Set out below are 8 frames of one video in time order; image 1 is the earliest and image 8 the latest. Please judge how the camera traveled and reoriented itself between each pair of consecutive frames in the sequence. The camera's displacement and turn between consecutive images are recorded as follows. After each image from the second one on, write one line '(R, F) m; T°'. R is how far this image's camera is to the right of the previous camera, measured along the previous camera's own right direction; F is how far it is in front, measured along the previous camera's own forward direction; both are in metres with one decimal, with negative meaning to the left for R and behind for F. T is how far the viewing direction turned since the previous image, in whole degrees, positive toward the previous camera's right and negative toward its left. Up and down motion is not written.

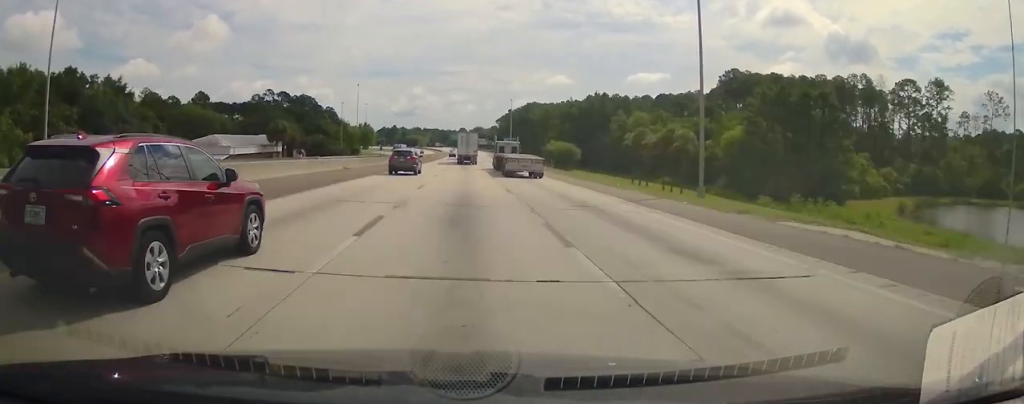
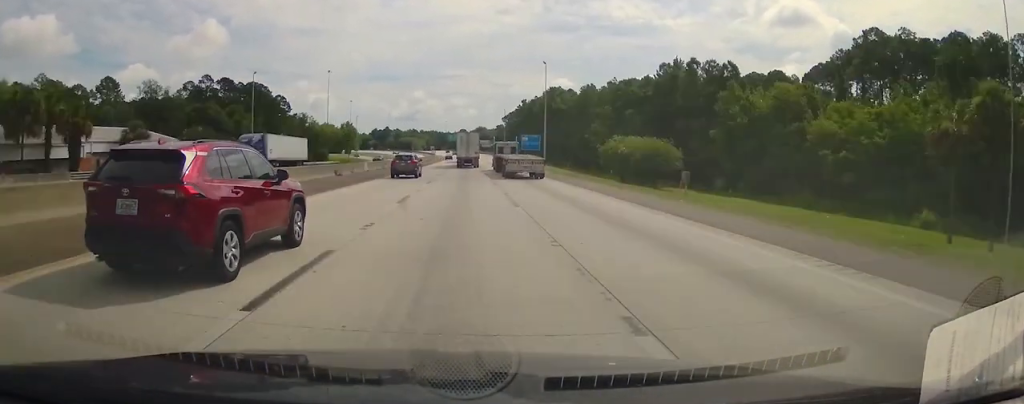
(+0.1, +65.6) m; -1°
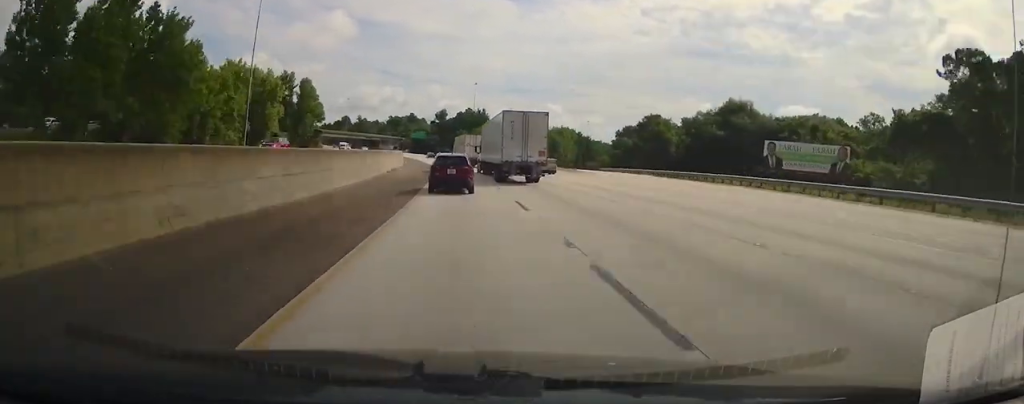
(-36.1, +305.2) m; -18°
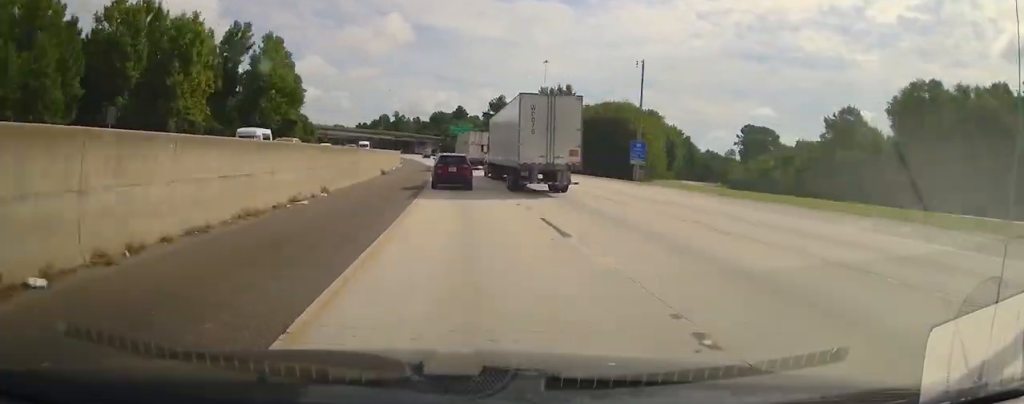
(-3.6, +78.9) m; -6°
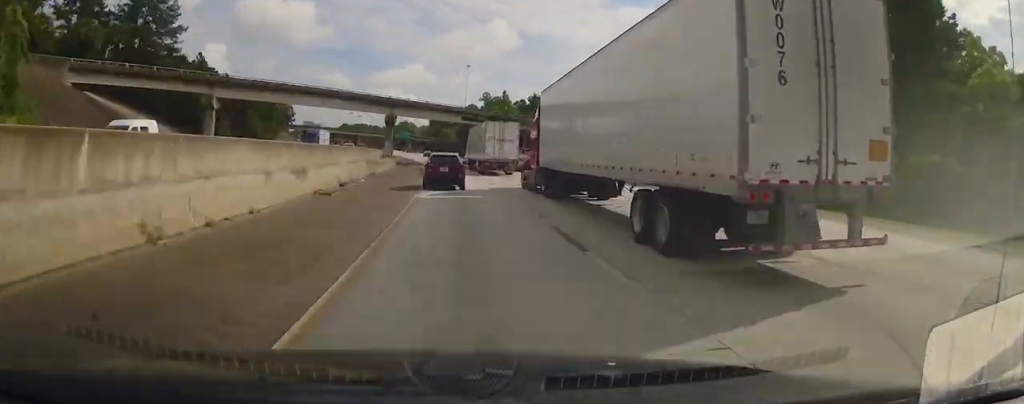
(-12.0, +135.5) m; -11°
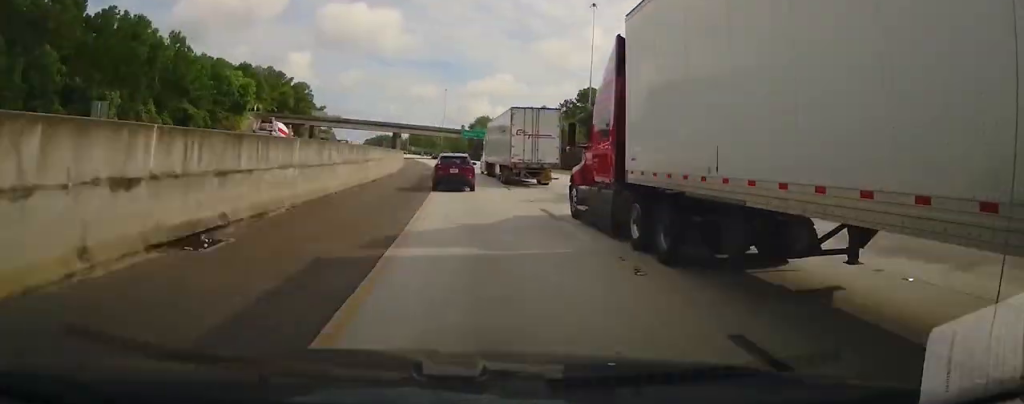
(-9.7, +104.9) m; -8°
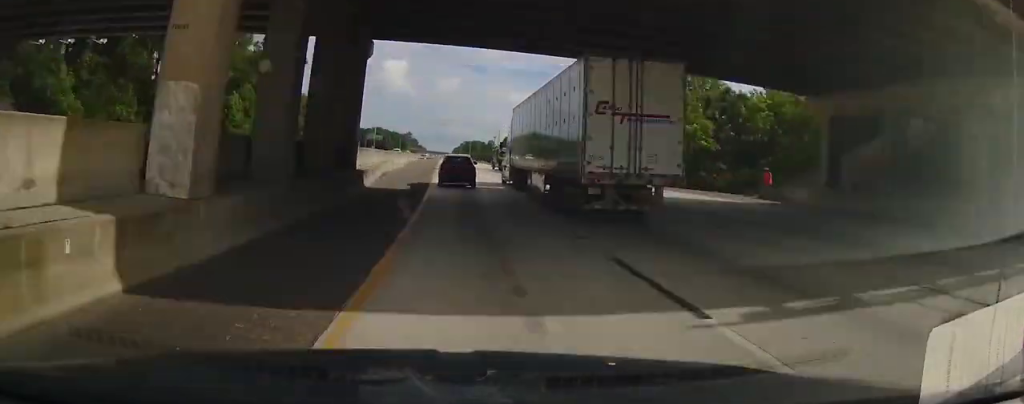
(-10.5, +131.4) m; -6°
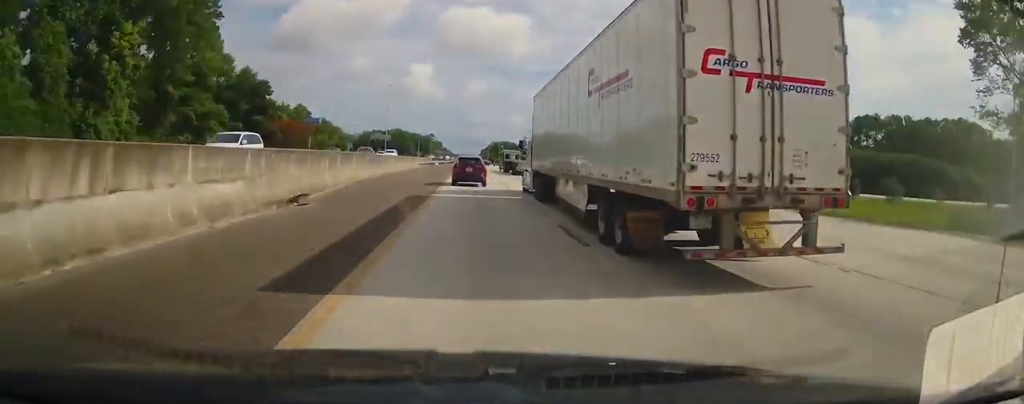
(-1.3, +57.2) m; -1°
